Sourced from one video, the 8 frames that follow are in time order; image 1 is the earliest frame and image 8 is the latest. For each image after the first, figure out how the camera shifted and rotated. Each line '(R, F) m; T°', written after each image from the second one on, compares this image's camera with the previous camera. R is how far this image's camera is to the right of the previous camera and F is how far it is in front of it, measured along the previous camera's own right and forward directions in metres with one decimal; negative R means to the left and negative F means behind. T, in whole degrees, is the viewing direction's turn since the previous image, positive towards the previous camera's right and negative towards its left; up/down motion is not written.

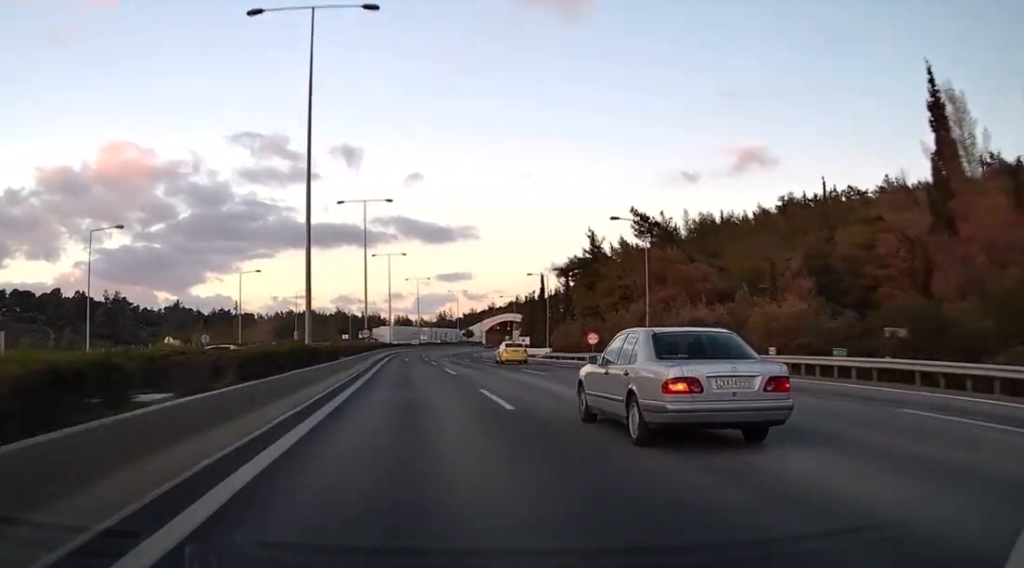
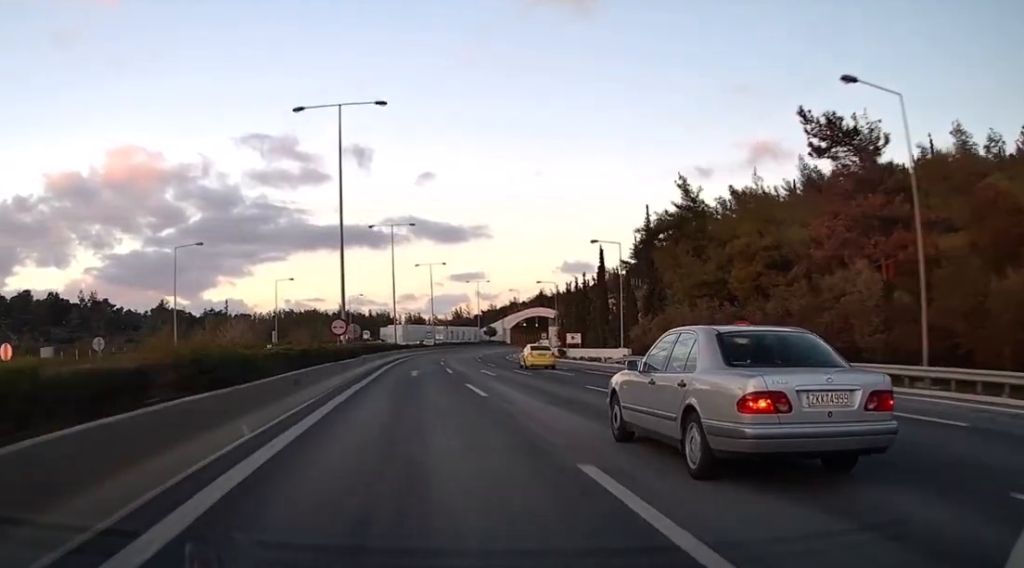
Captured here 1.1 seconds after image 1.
(-1.0, +31.9) m; -2°
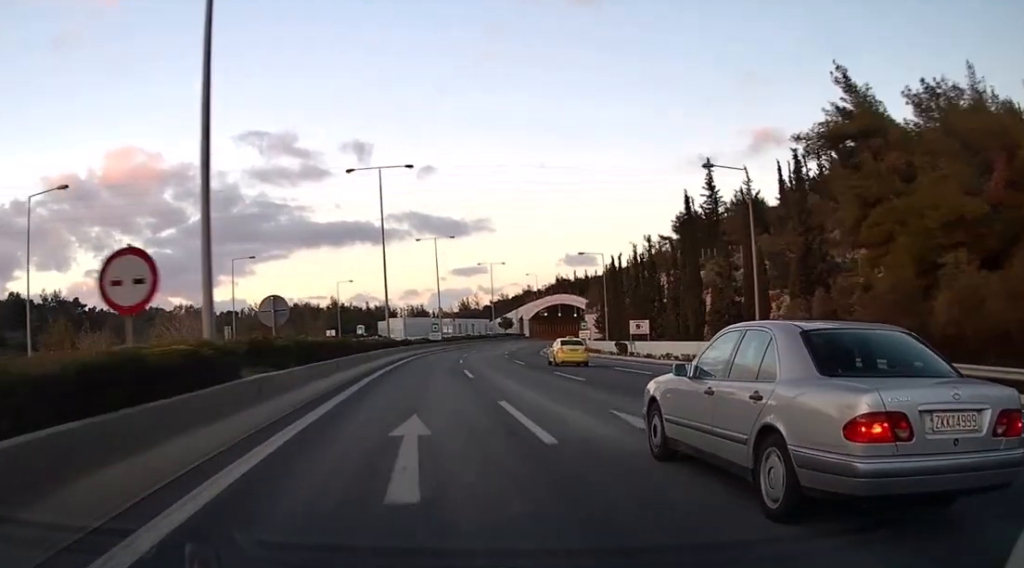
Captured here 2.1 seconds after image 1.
(-0.3, +27.1) m; -1°
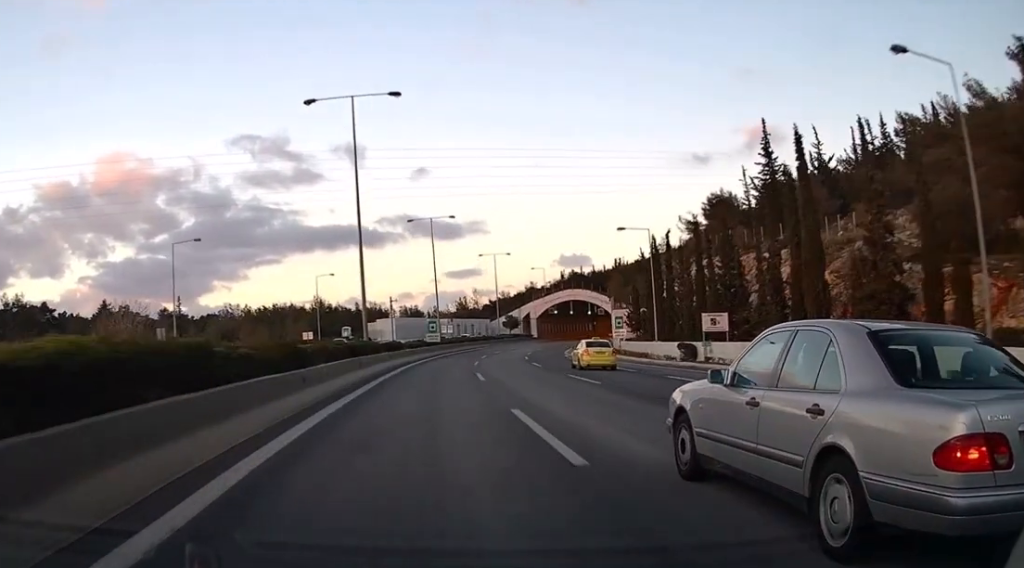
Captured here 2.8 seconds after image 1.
(-0.1, +19.5) m; 0°
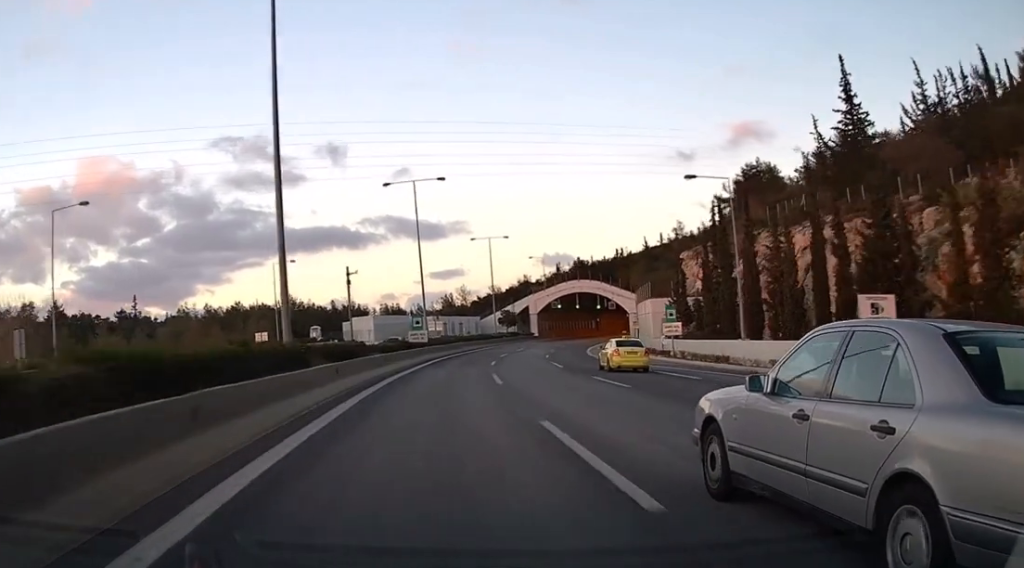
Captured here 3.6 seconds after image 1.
(+0.1, +21.3) m; +1°
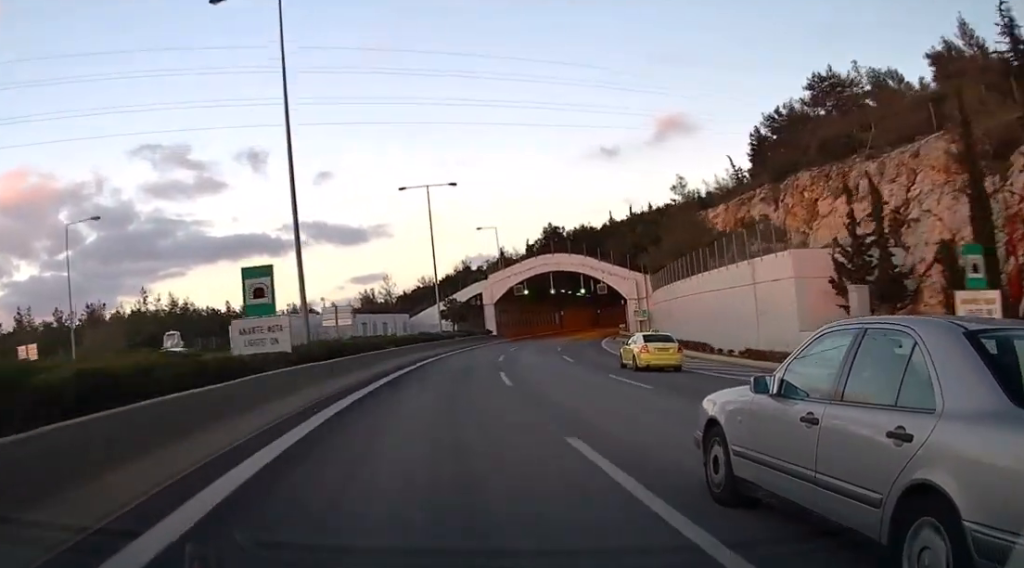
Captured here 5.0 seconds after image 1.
(+0.7, +39.3) m; +3°
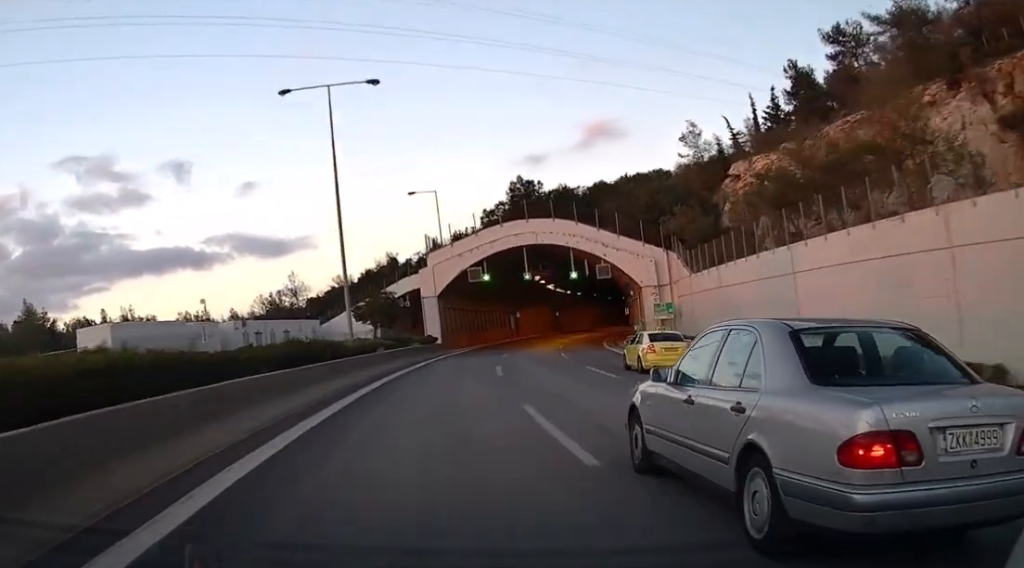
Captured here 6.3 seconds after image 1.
(+1.4, +33.4) m; +5°
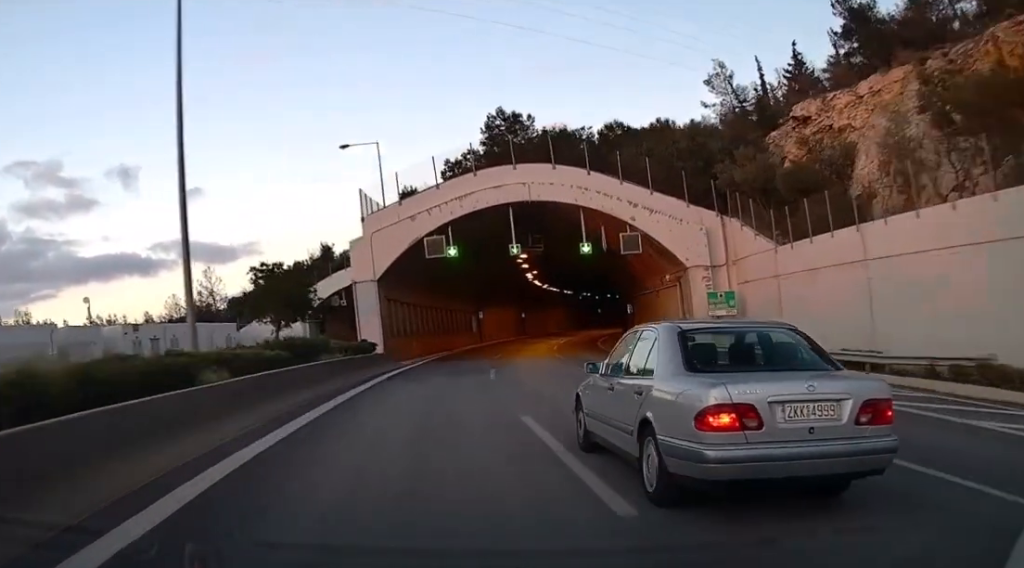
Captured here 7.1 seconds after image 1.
(+0.7, +21.2) m; +4°
